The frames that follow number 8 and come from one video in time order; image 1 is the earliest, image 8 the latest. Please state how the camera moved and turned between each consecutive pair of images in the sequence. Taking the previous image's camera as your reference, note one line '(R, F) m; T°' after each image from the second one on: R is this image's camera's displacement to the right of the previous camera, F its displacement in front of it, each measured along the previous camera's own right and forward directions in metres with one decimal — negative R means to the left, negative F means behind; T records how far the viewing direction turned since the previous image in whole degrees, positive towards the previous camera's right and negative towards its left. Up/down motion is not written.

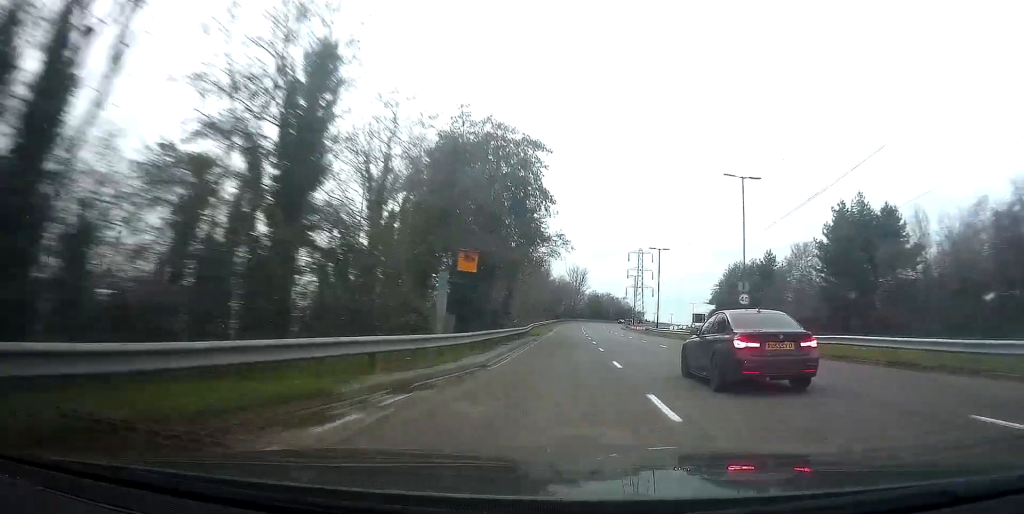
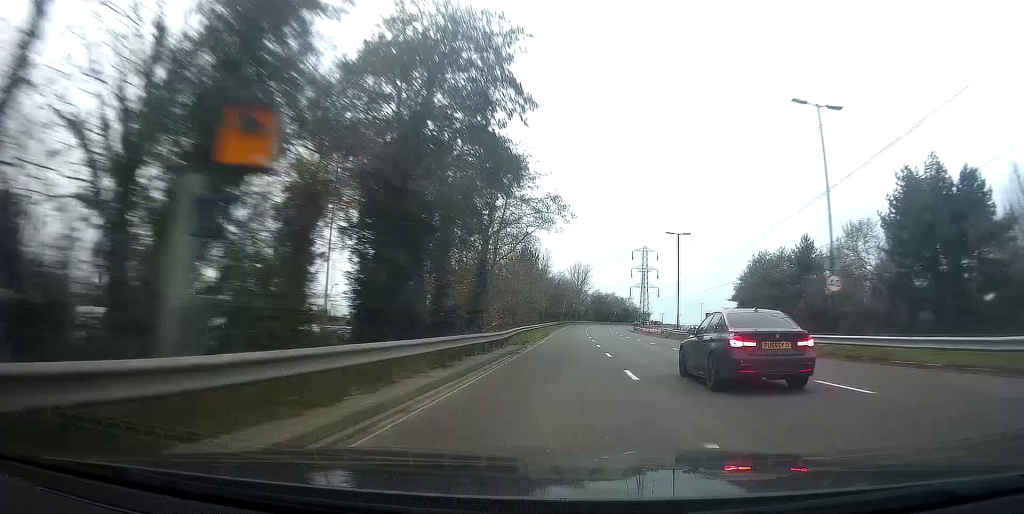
(0.0, +12.5) m; -1°
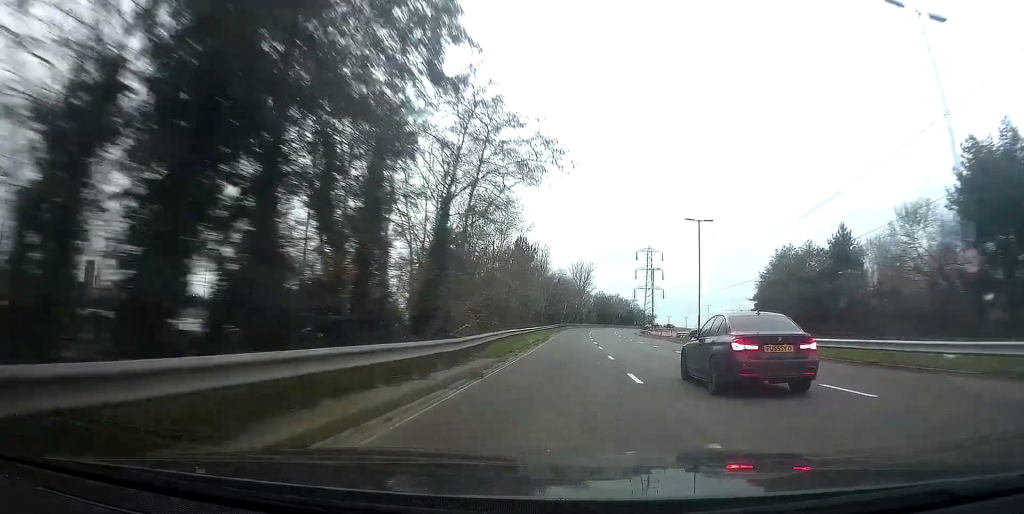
(-0.1, +9.0) m; 0°
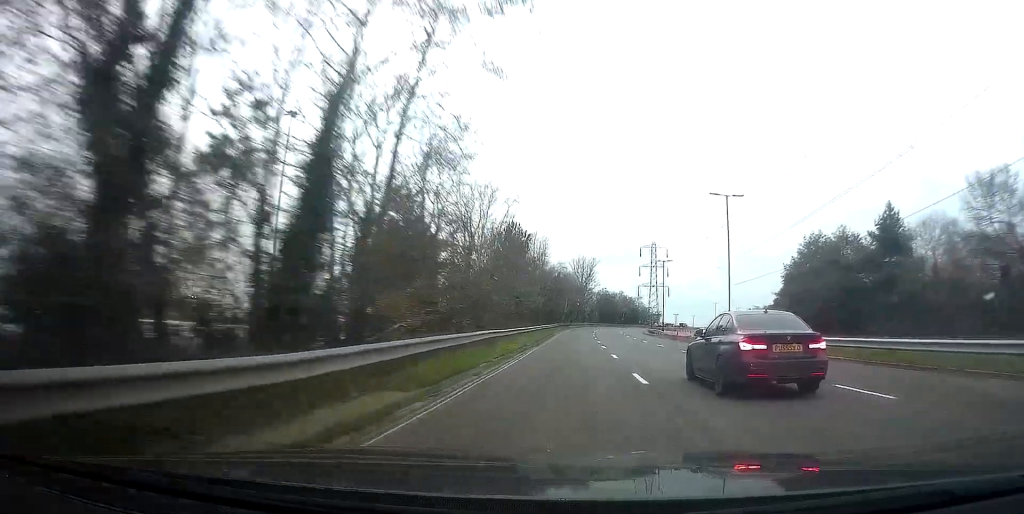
(-0.2, +9.0) m; 0°
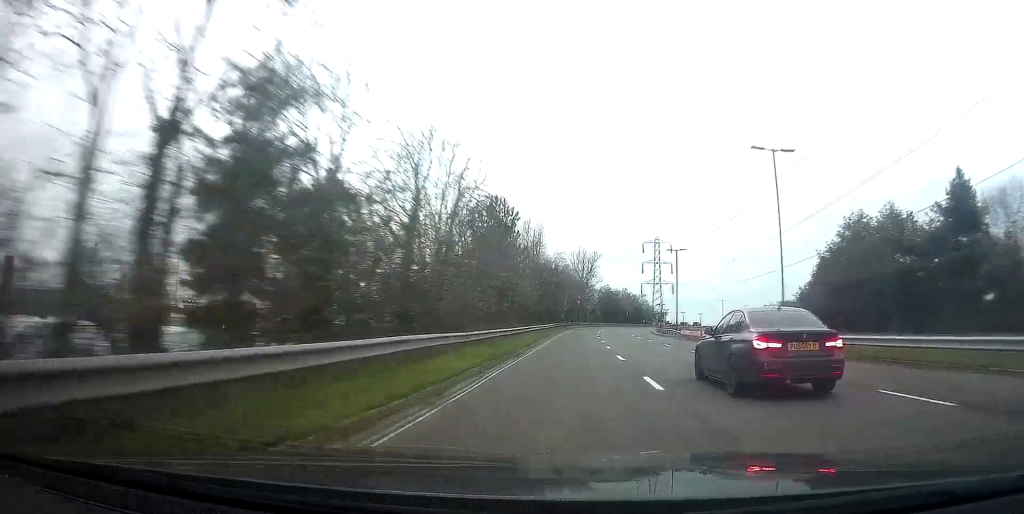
(0.0, +10.3) m; 0°
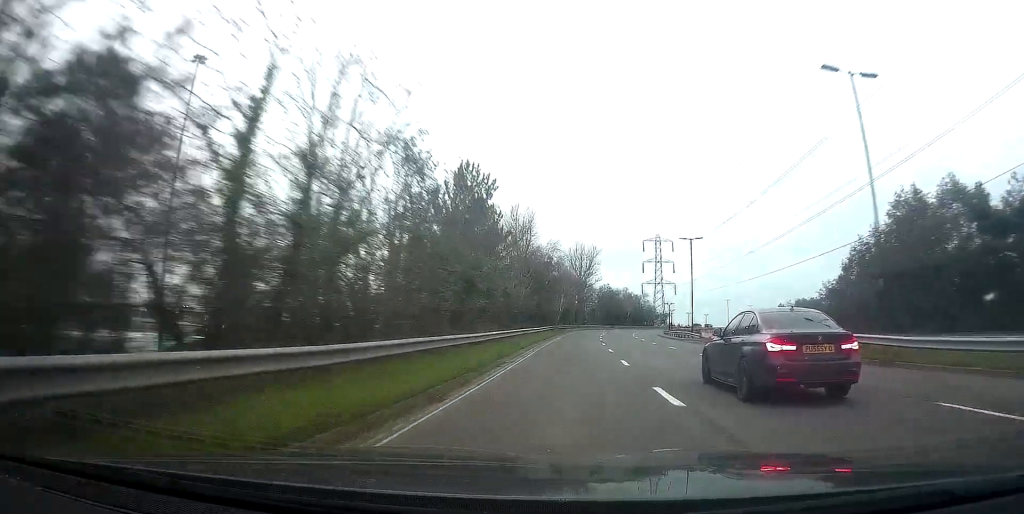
(+0.1, +10.3) m; 0°
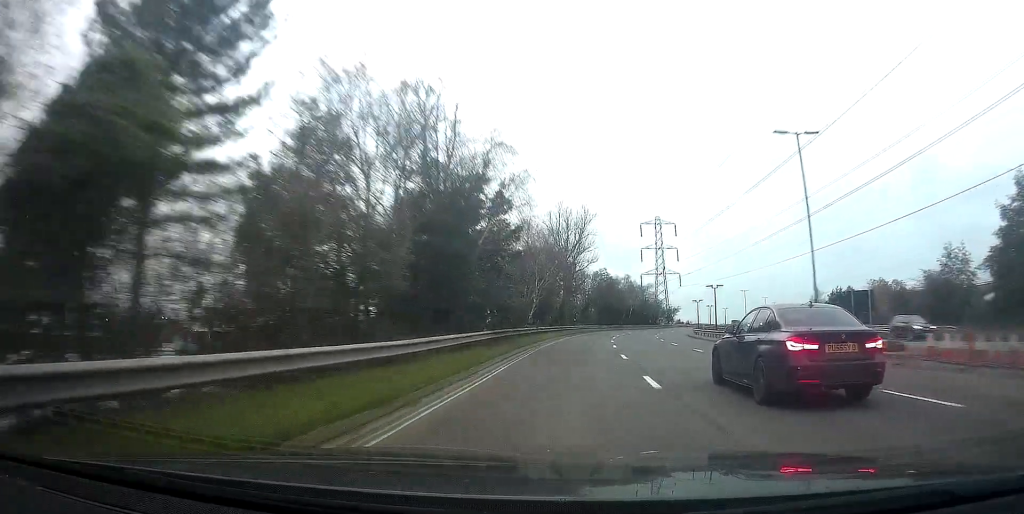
(0.0, +33.5) m; +1°
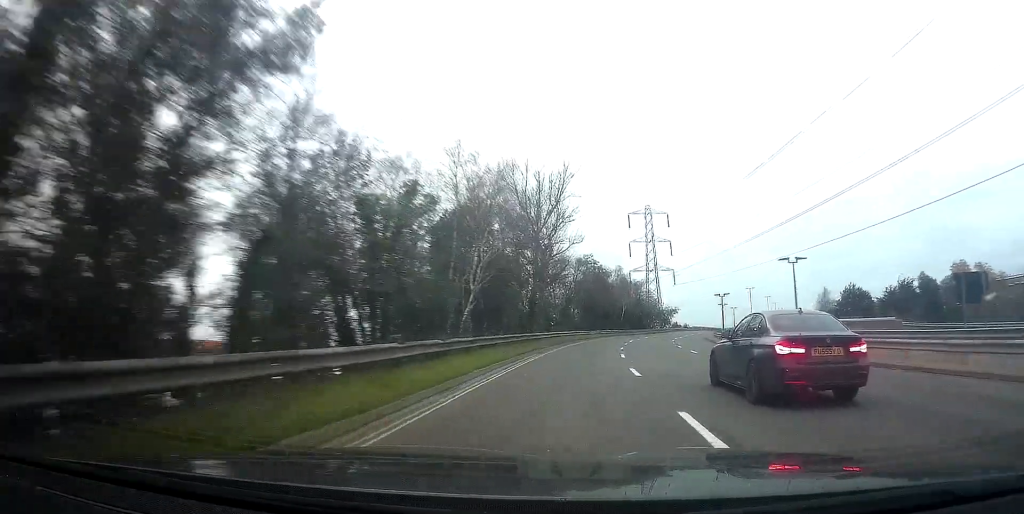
(+0.4, +22.7) m; +1°
